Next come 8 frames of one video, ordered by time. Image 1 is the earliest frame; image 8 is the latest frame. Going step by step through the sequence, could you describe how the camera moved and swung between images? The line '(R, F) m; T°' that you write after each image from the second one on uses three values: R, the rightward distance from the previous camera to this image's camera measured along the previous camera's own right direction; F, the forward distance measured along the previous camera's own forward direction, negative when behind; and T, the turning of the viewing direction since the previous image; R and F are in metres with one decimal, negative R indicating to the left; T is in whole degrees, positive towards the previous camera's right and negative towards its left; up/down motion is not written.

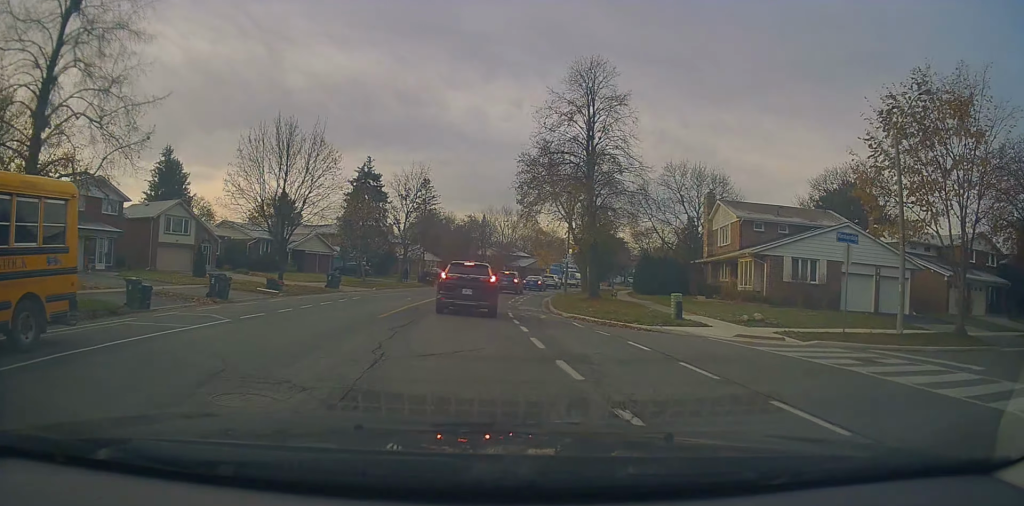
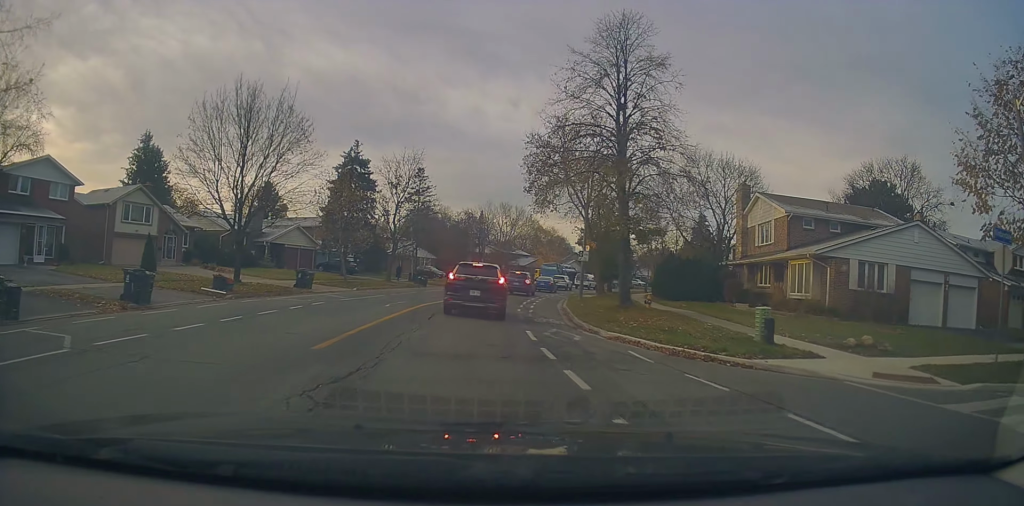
(+0.1, +7.4) m; 0°
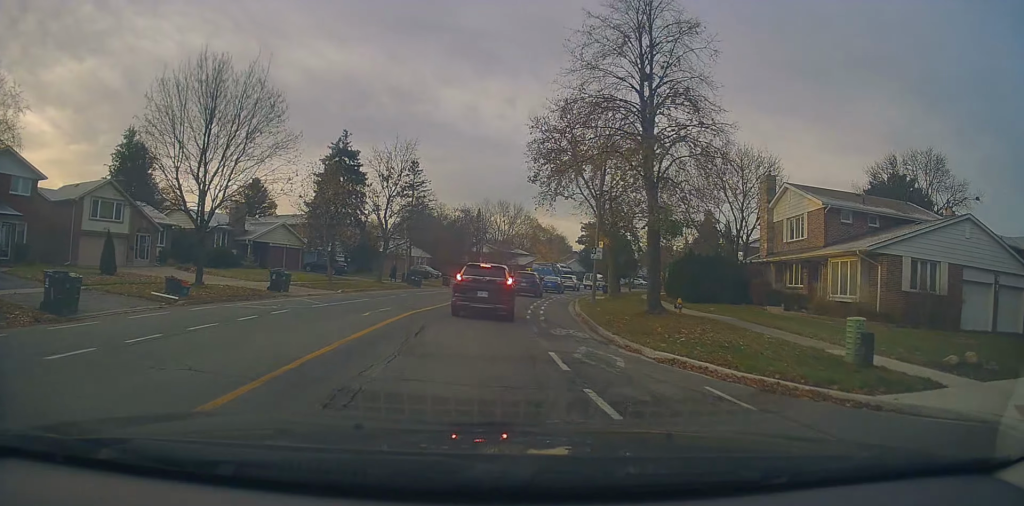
(+0.1, +4.7) m; 0°
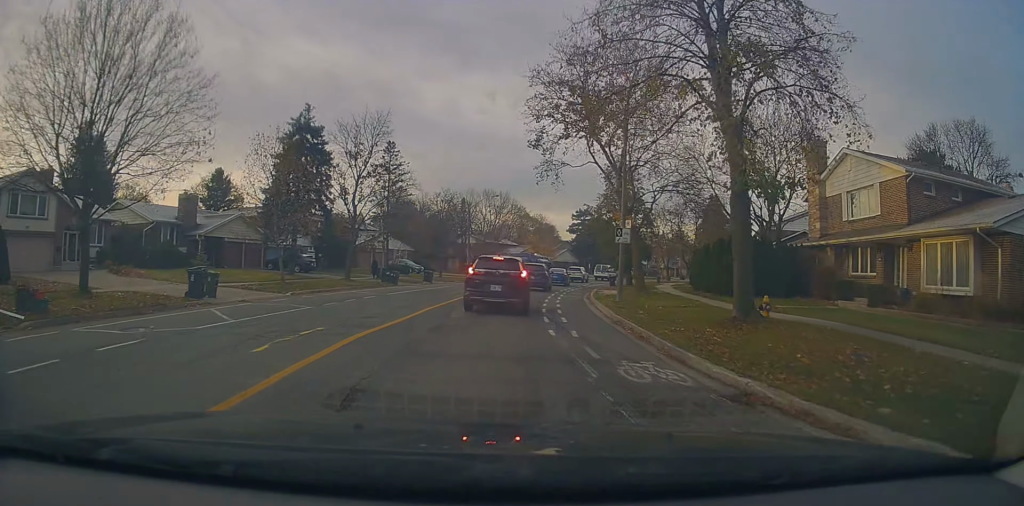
(-0.2, +8.2) m; +3°
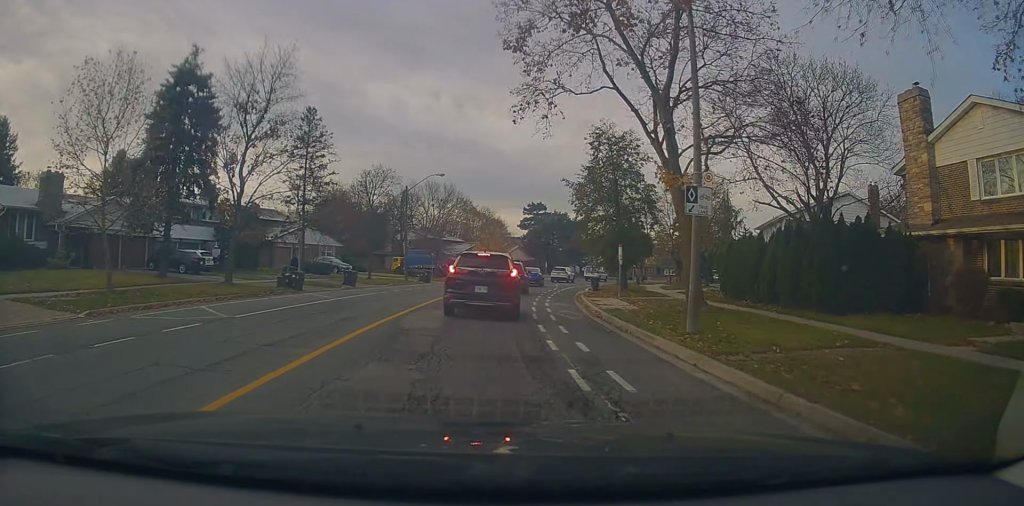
(+1.0, +12.3) m; +7°
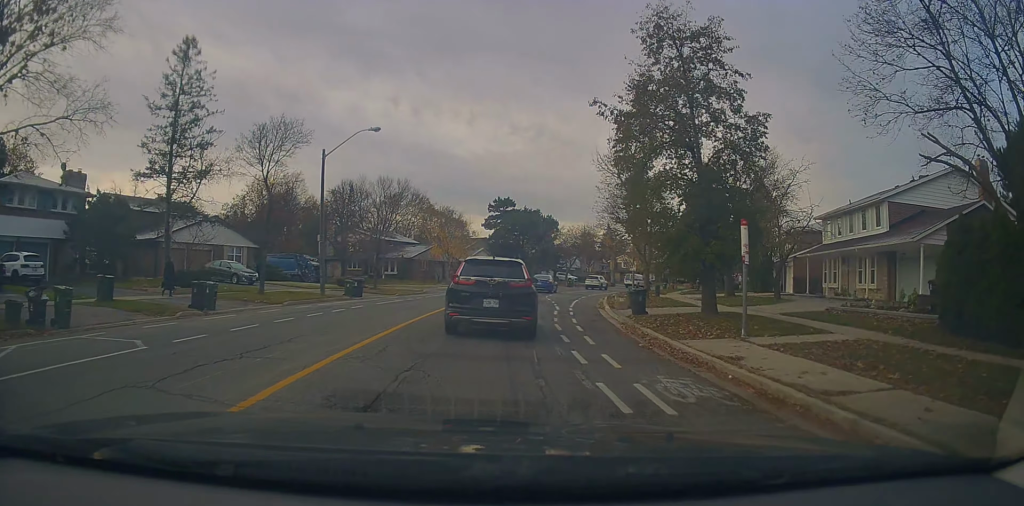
(0.0, +17.0) m; +2°
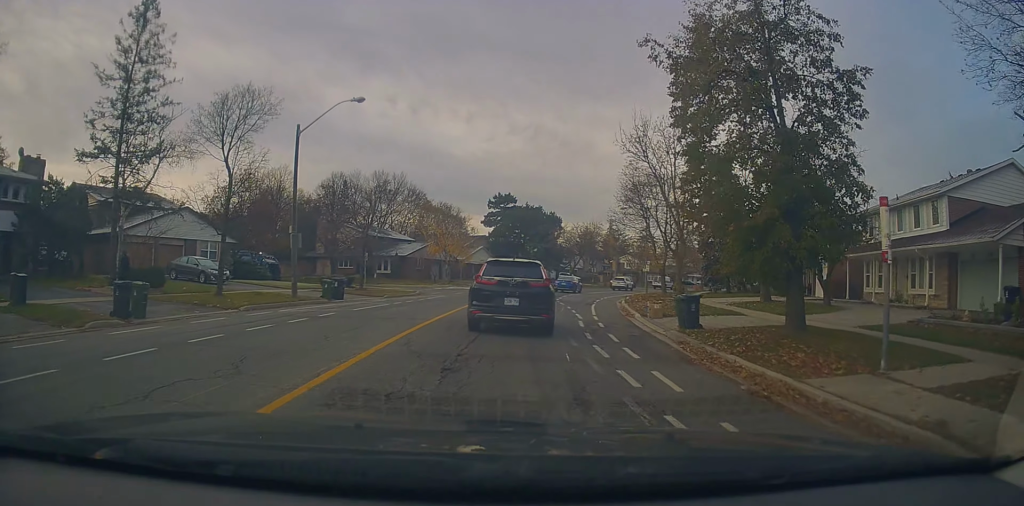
(+0.1, +5.2) m; +1°
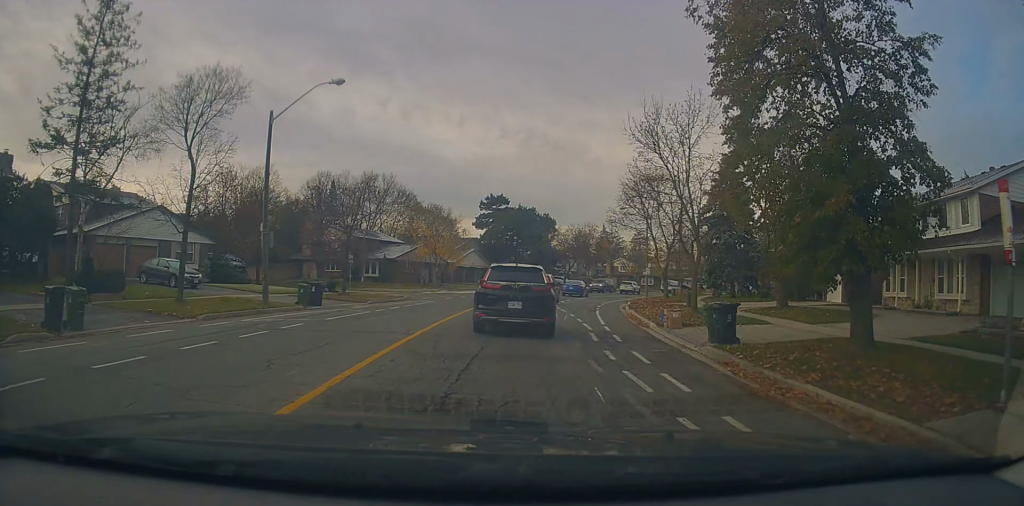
(-0.2, +2.7) m; 0°
